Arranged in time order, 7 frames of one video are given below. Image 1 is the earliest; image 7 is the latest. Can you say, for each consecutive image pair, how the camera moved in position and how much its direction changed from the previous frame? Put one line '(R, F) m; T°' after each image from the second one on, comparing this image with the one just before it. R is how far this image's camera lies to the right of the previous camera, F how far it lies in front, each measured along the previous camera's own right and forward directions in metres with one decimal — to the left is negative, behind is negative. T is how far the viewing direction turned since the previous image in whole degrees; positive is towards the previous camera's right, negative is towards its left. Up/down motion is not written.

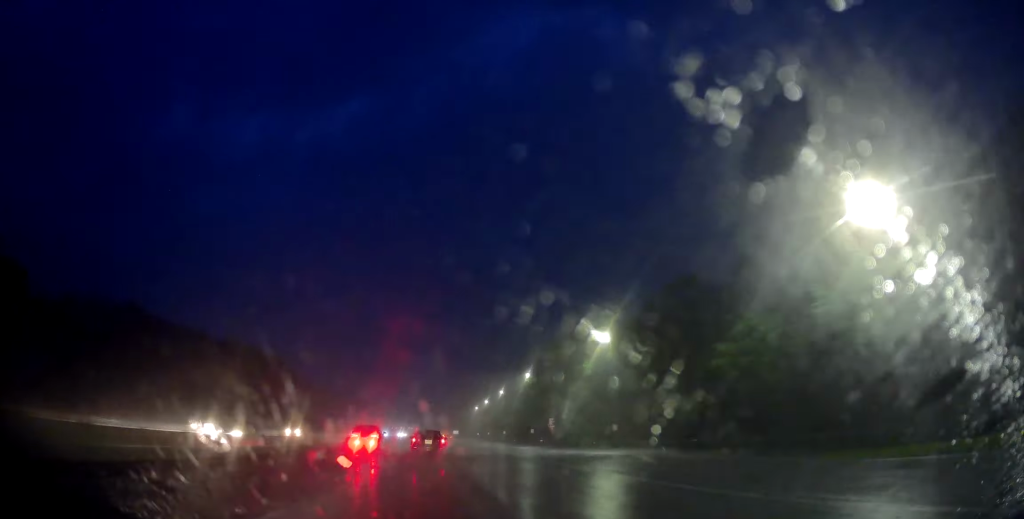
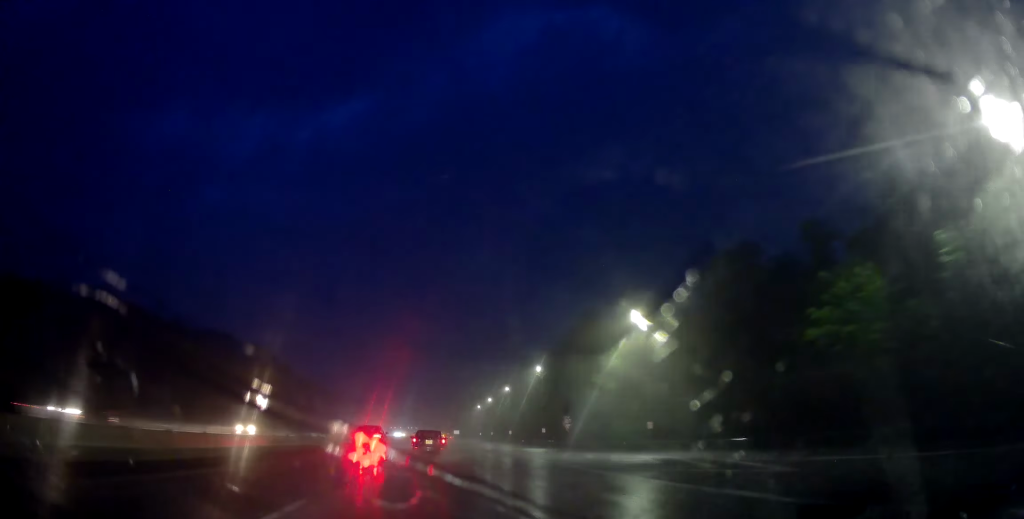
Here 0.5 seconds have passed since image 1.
(-0.1, +10.0) m; -1°
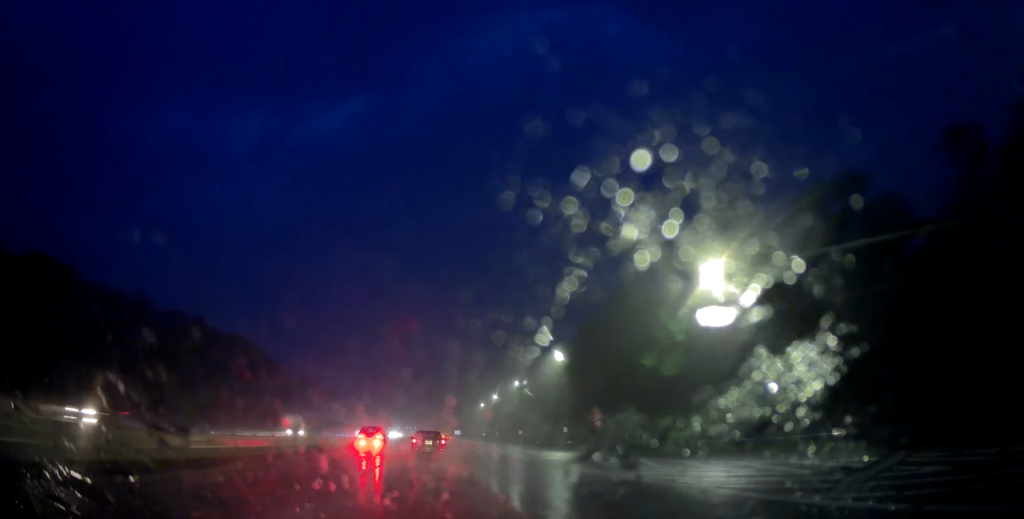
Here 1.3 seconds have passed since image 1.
(0.0, +14.7) m; +1°
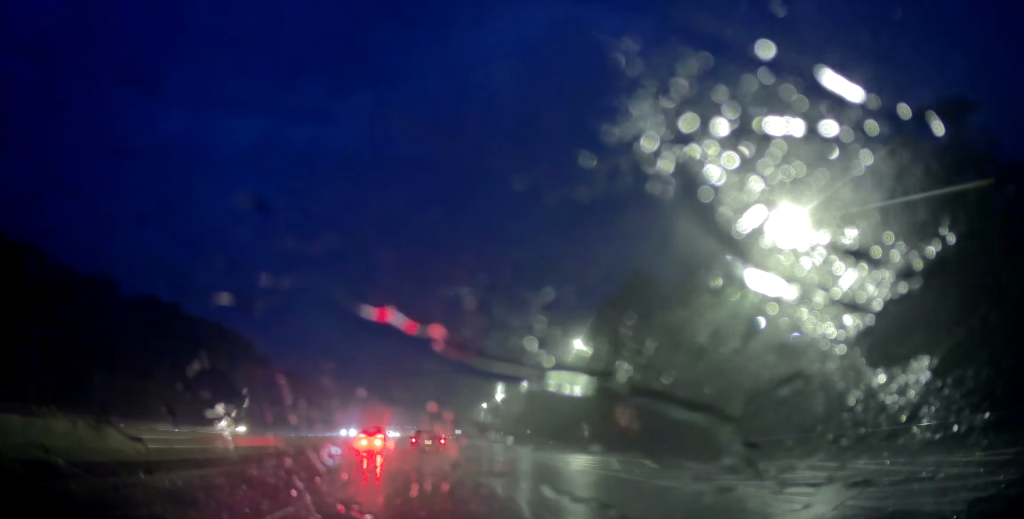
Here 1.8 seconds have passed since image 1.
(0.0, +9.7) m; +1°
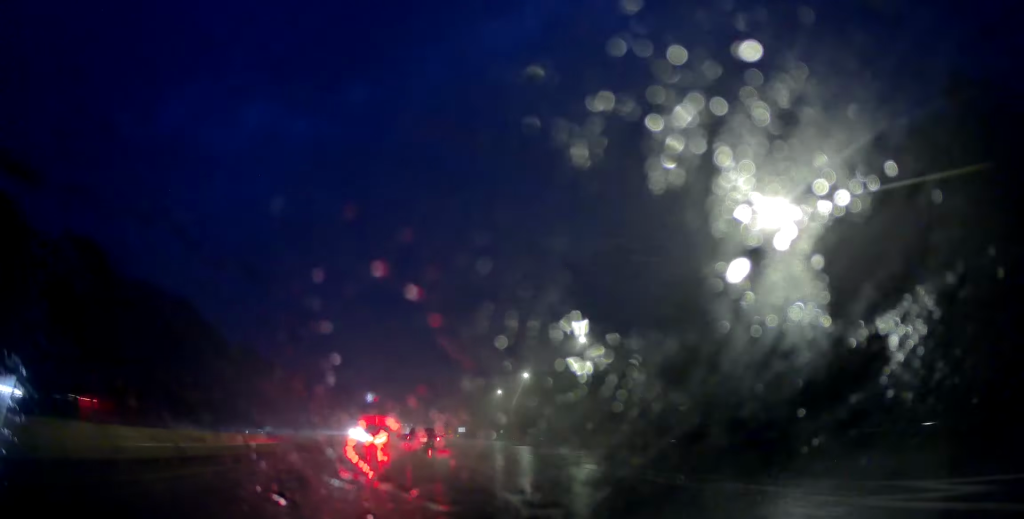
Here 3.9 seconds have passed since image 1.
(+0.1, +41.2) m; 0°
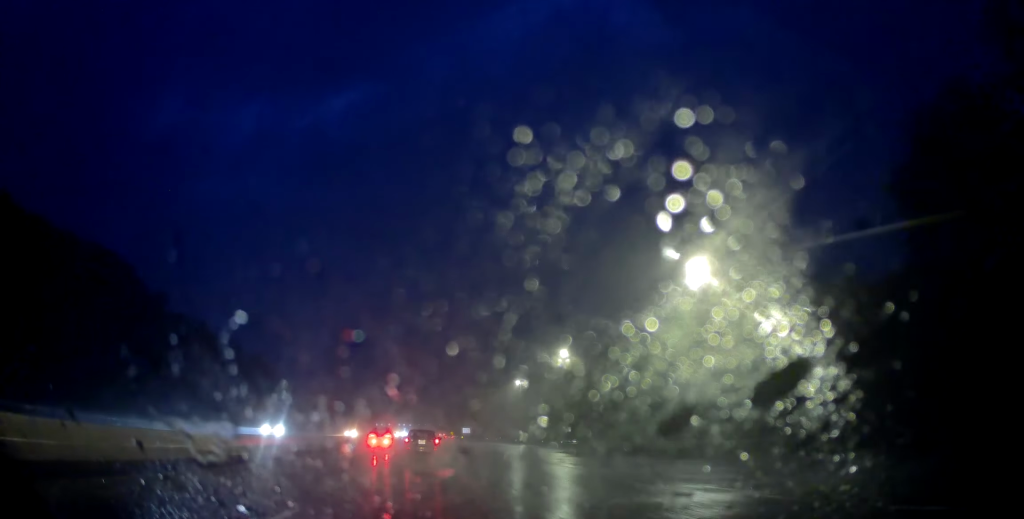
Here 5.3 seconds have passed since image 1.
(+0.7, +29.8) m; +1°
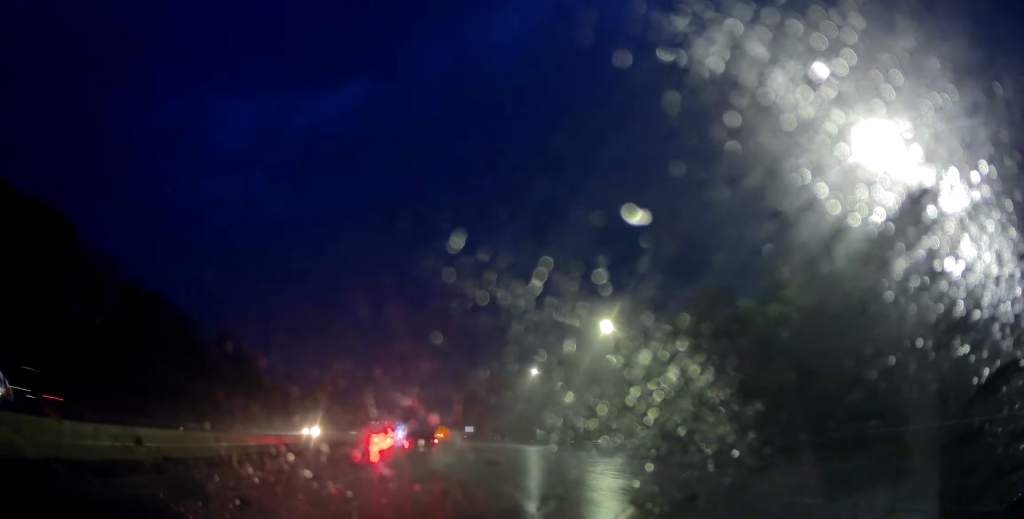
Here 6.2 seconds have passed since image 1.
(-0.4, +19.1) m; 0°
